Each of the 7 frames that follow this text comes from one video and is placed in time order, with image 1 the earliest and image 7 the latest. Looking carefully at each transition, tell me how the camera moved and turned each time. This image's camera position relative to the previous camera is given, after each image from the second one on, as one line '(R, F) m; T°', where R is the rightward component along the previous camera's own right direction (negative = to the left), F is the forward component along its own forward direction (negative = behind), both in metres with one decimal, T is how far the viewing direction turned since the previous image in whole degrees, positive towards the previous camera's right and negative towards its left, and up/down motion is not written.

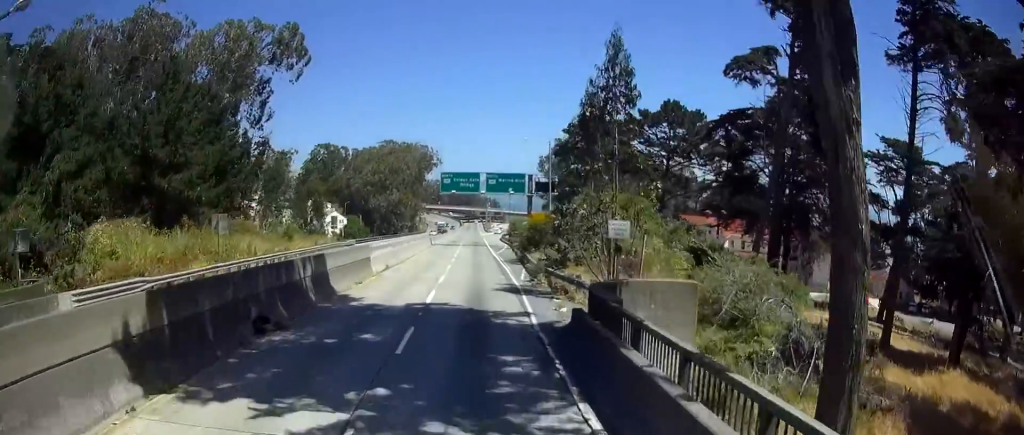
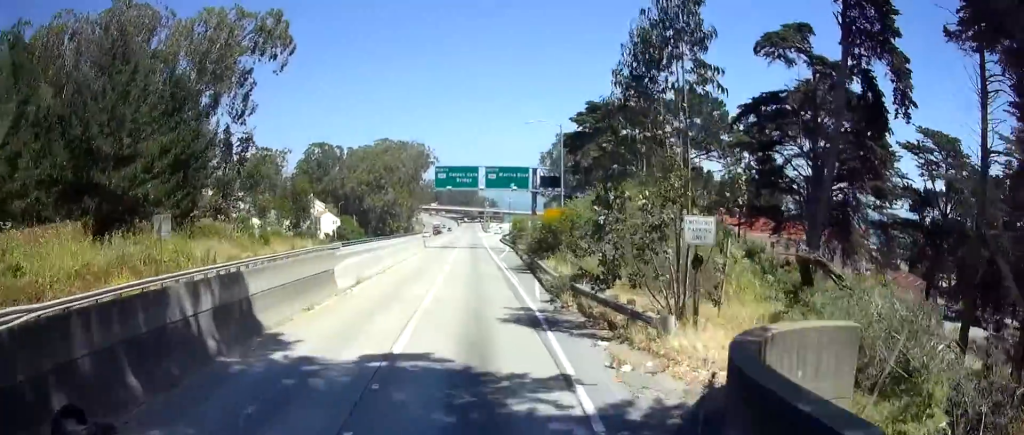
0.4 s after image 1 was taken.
(0.0, +8.0) m; 0°
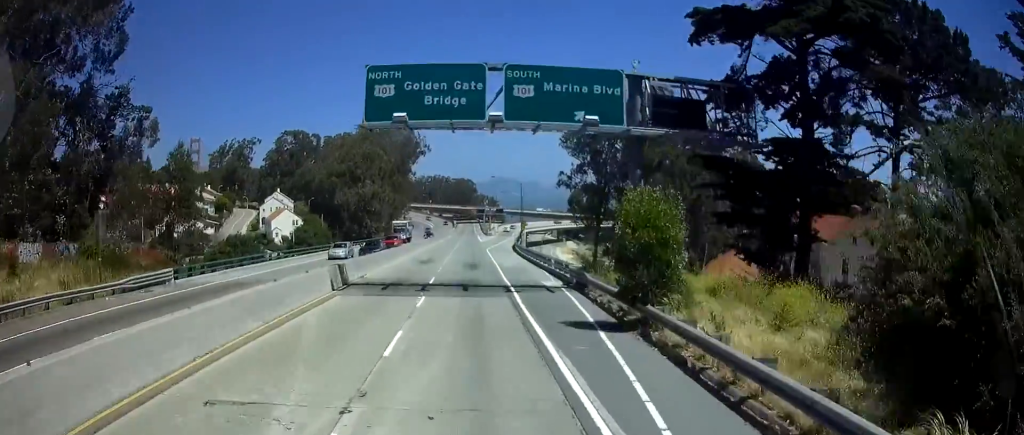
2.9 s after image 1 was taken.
(0.0, +44.6) m; 0°
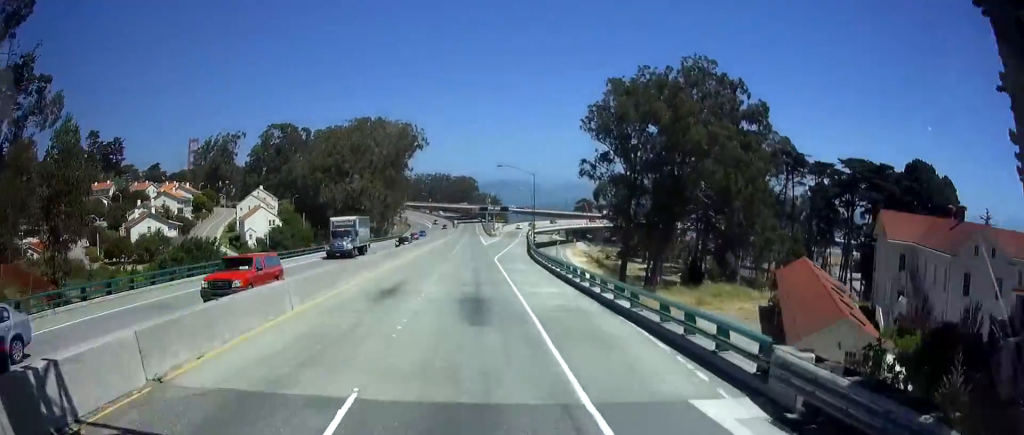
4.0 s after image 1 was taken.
(-0.1, +20.9) m; 0°
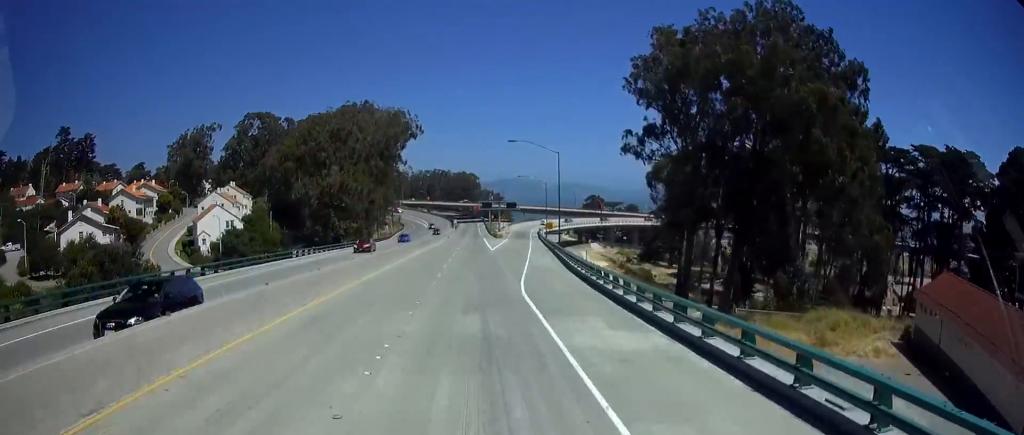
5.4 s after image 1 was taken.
(-0.1, +26.4) m; 0°
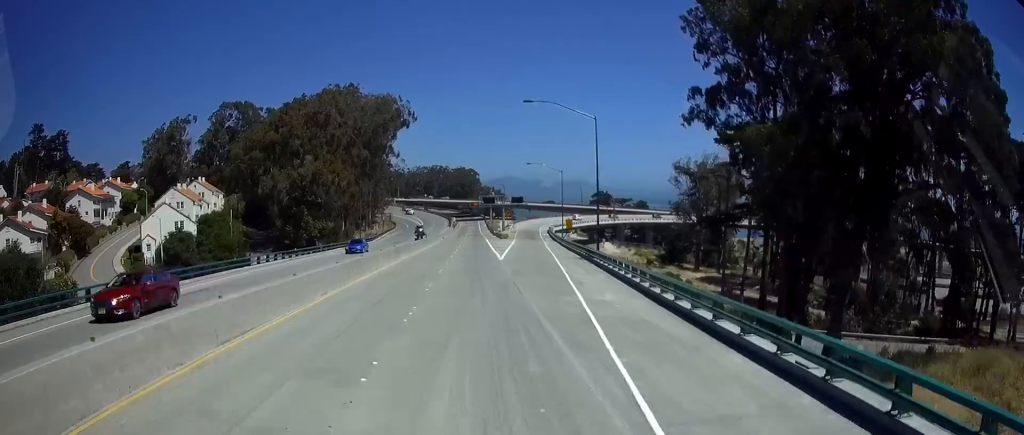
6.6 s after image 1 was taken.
(+0.1, +21.4) m; 0°
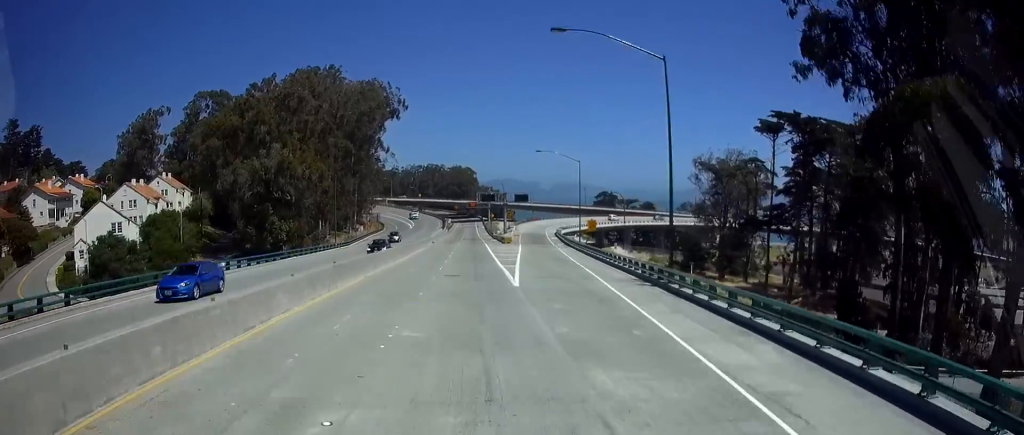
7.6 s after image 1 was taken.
(0.0, +18.4) m; 0°
